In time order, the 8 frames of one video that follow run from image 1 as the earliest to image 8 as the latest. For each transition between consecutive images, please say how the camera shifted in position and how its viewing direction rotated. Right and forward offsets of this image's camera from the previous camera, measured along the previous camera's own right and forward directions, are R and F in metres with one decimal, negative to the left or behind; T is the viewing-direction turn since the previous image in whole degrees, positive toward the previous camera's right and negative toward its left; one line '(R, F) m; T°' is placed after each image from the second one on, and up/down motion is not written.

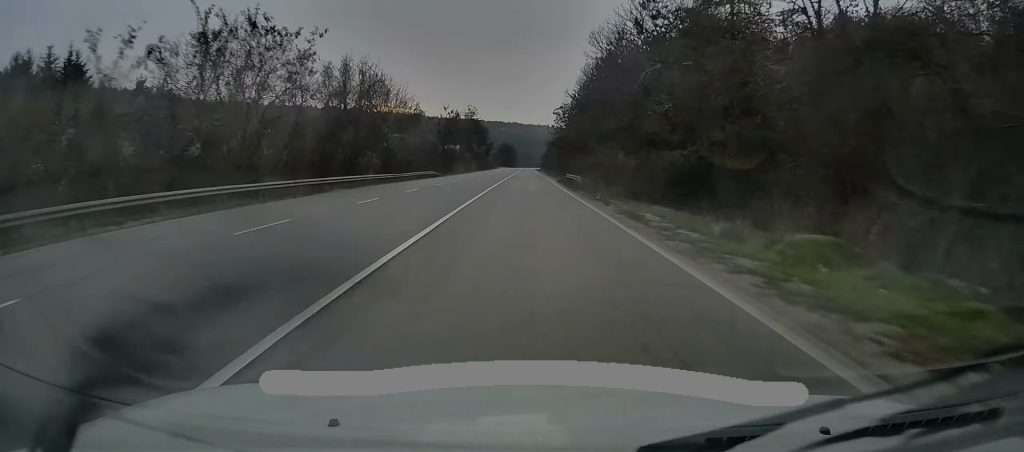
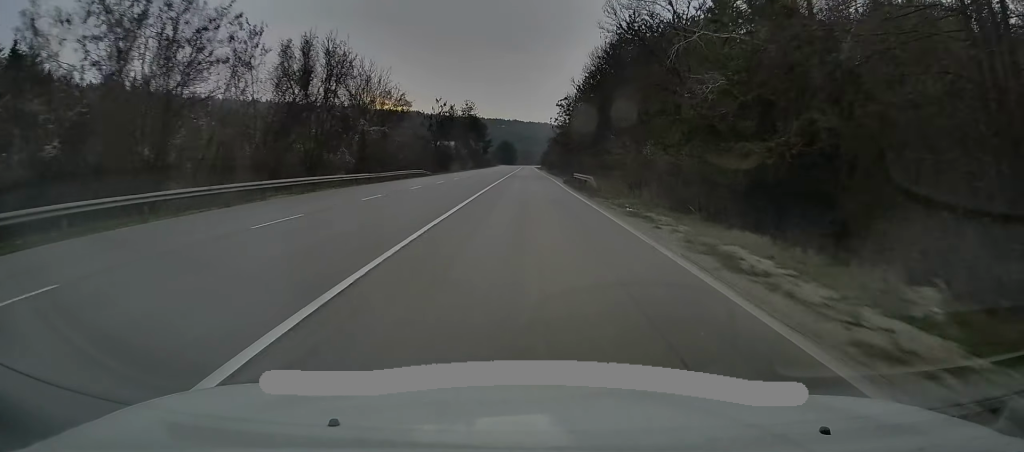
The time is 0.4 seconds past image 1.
(0.0, +8.3) m; 0°
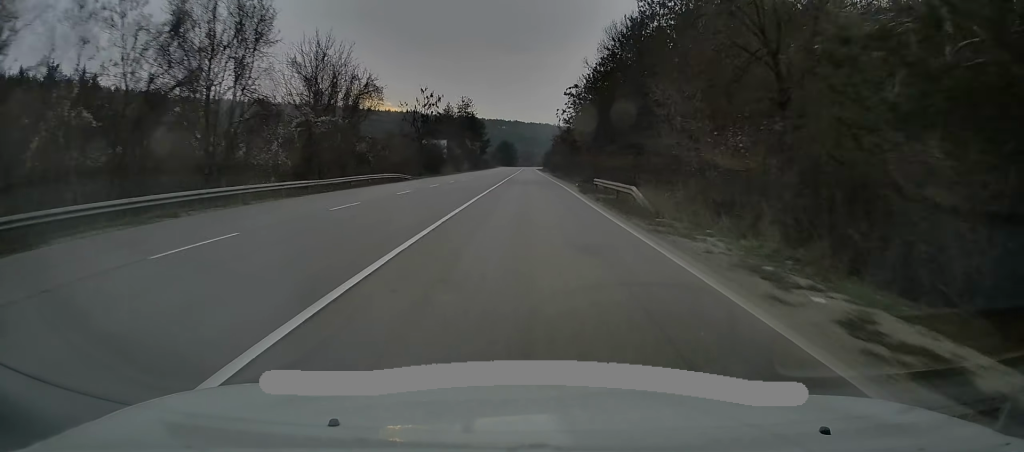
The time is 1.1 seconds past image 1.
(-0.1, +12.7) m; 0°
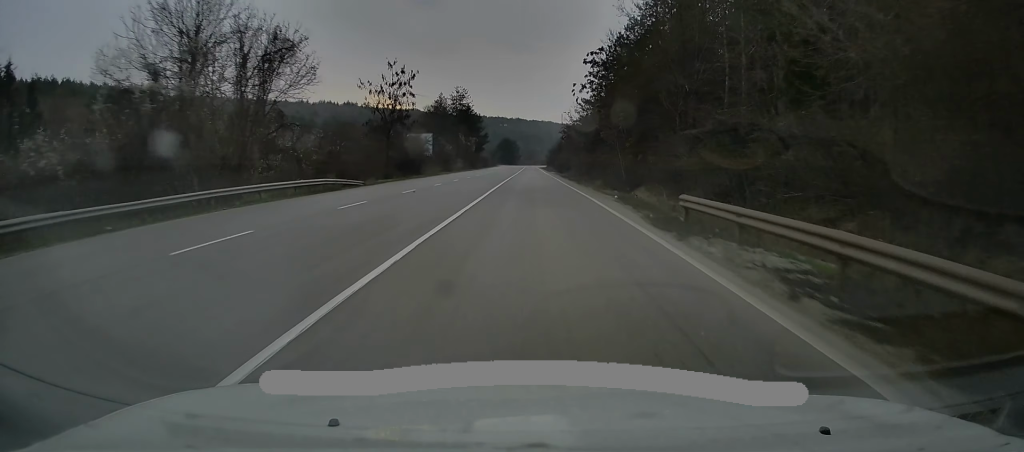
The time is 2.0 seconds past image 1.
(0.0, +17.8) m; 0°
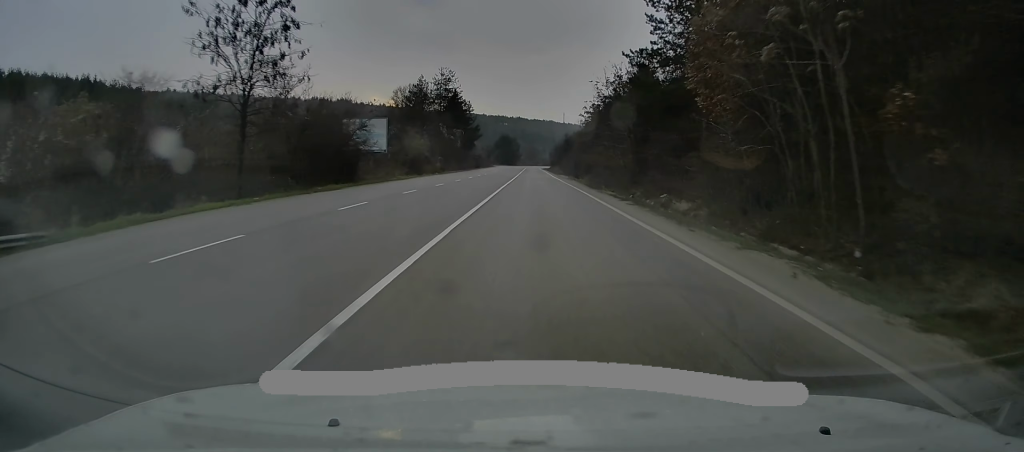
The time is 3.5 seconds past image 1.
(+0.3, +28.0) m; +1°
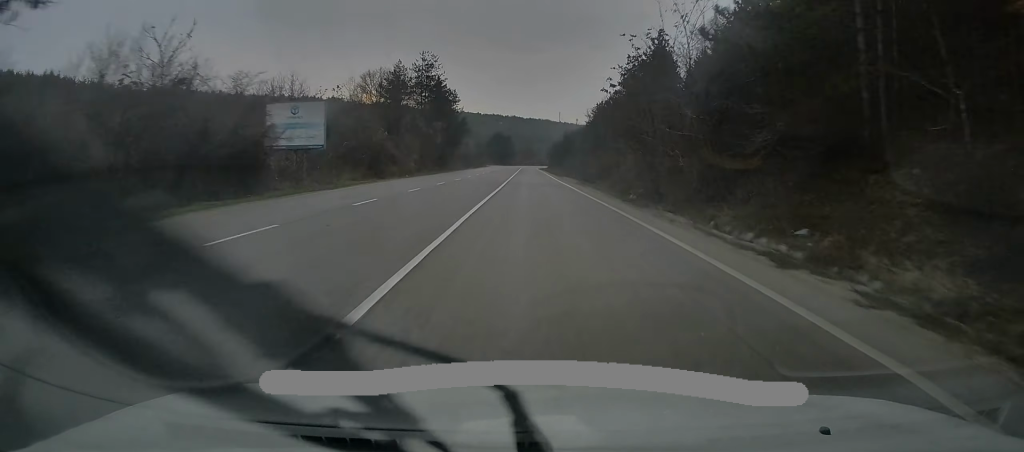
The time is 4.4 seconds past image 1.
(+0.1, +16.5) m; 0°
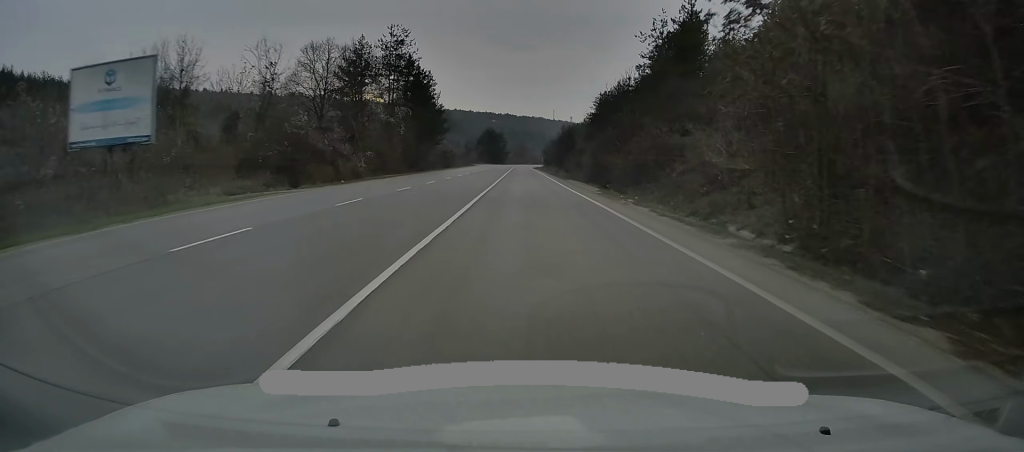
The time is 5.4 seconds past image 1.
(-0.3, +19.1) m; -1°
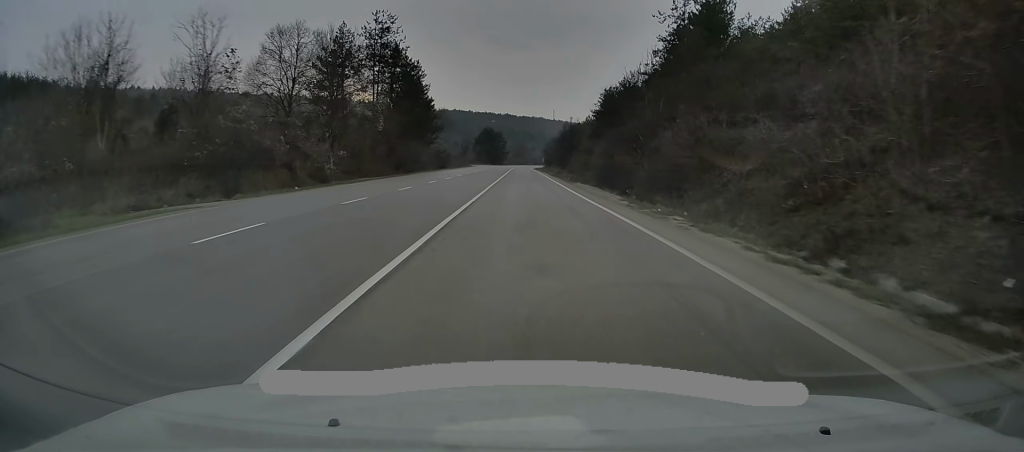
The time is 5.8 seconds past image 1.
(0.0, +8.2) m; +1°
